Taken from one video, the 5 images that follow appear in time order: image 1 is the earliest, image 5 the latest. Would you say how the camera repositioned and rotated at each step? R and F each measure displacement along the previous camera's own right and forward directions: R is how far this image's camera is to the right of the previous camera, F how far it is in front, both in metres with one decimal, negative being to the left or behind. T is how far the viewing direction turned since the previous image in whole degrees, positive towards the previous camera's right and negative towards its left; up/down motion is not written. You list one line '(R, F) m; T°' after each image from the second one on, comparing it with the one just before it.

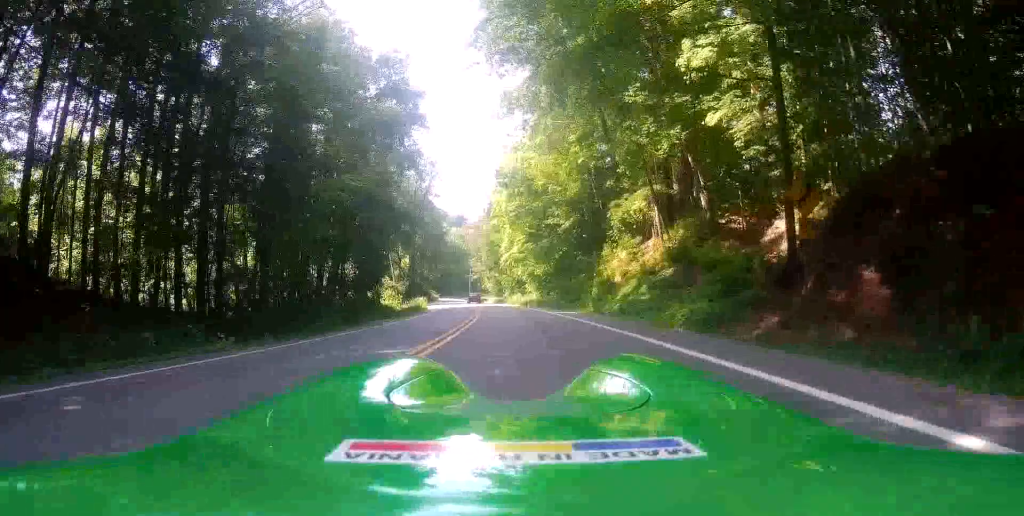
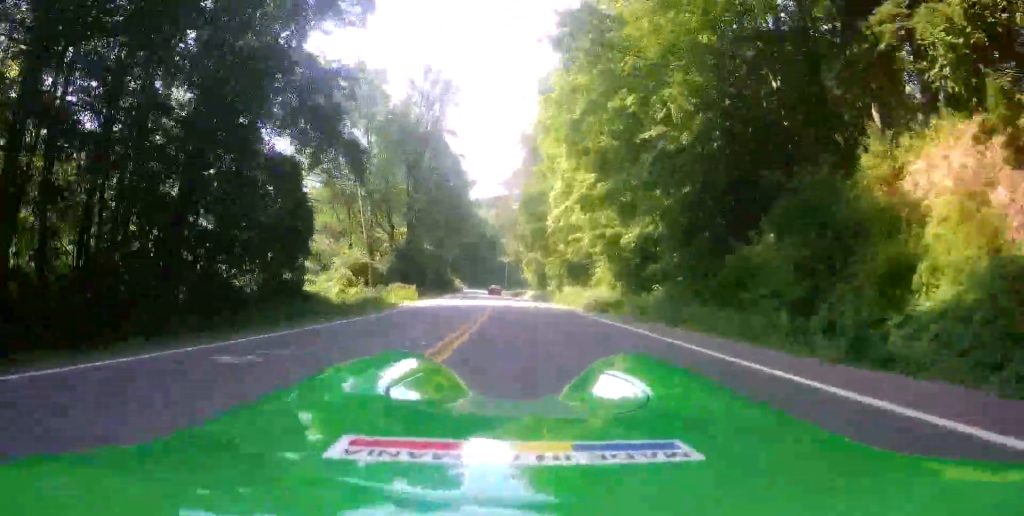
(-1.0, +31.5) m; -3°
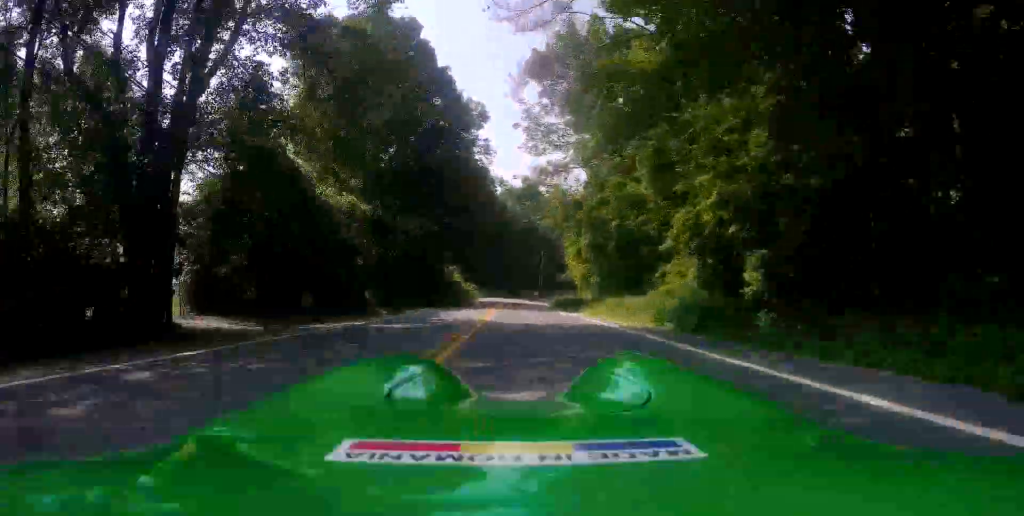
(-1.1, +46.7) m; -3°
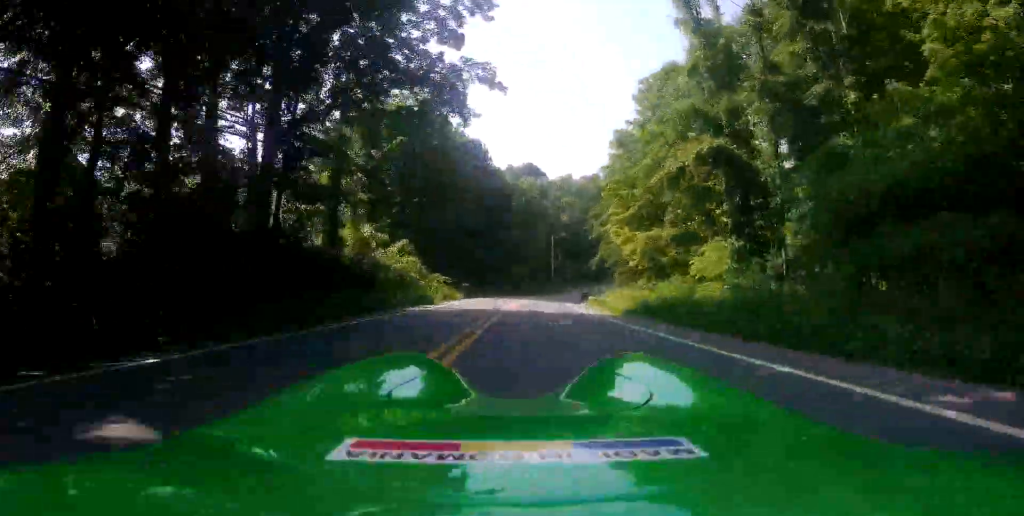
(-0.4, +40.8) m; 0°
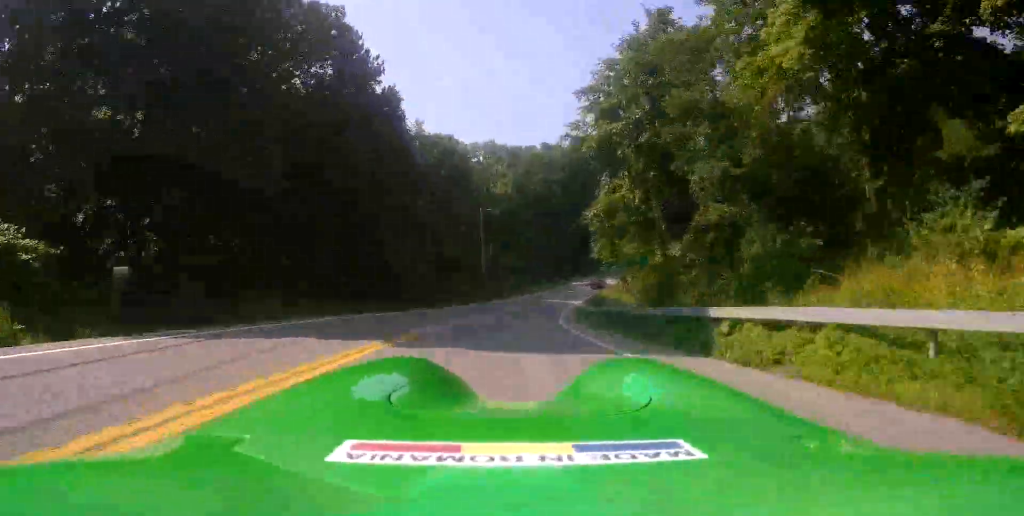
(+1.0, +40.8) m; +7°
